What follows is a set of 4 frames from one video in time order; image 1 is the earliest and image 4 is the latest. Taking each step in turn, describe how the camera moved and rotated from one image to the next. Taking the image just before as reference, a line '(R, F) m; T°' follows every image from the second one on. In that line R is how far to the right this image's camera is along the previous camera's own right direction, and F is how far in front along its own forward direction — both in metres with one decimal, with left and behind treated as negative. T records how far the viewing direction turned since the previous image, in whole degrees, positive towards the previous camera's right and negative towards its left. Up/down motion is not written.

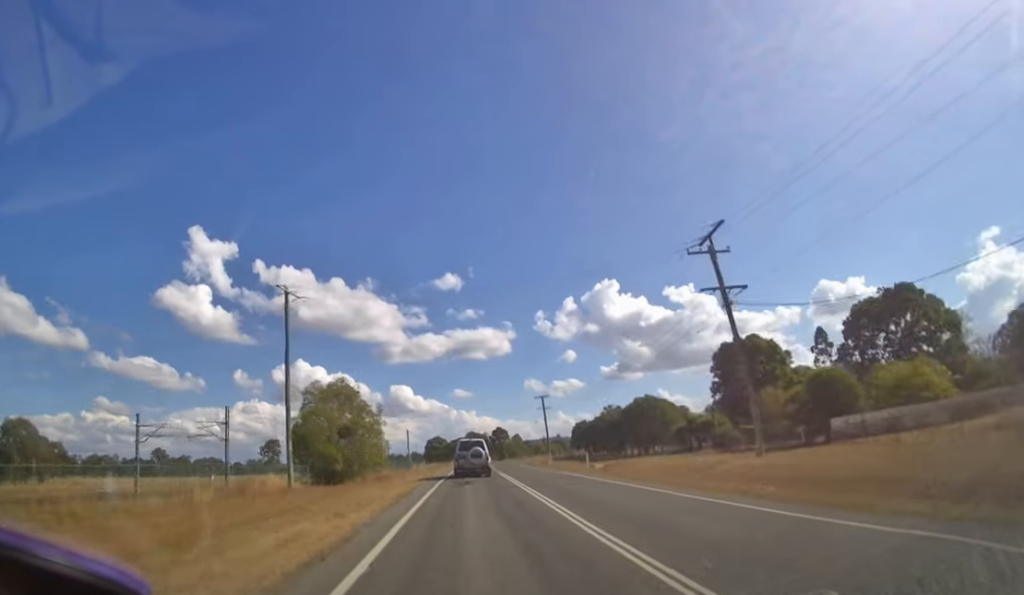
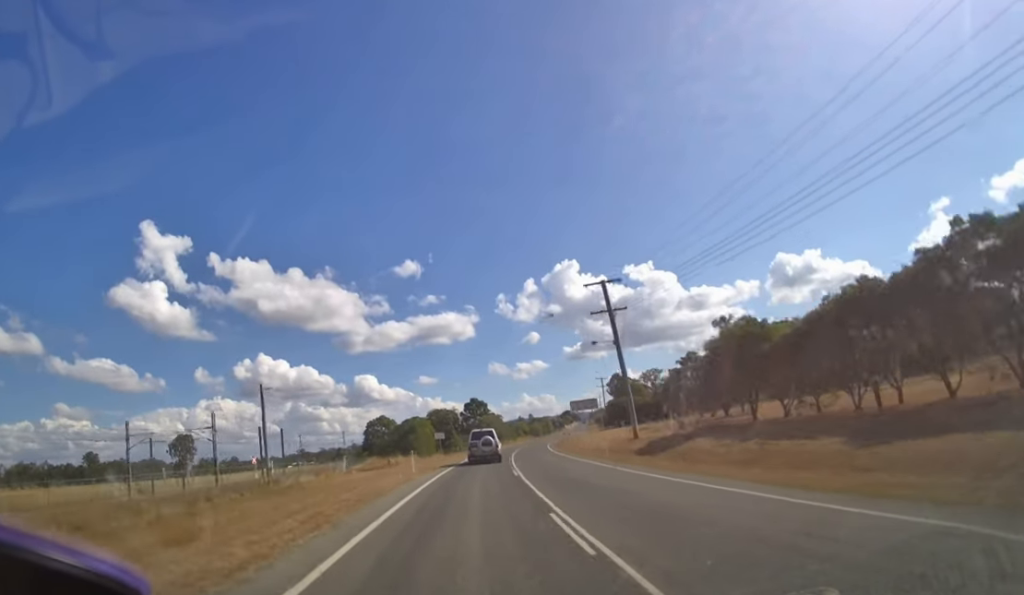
(+1.4, +54.6) m; +4°
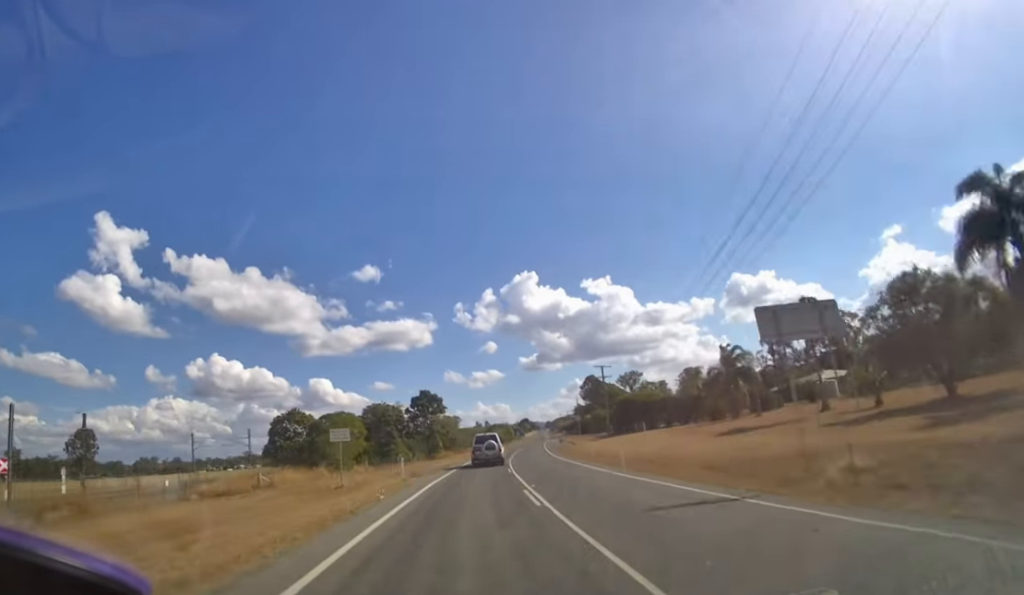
(+0.9, +26.1) m; +4°
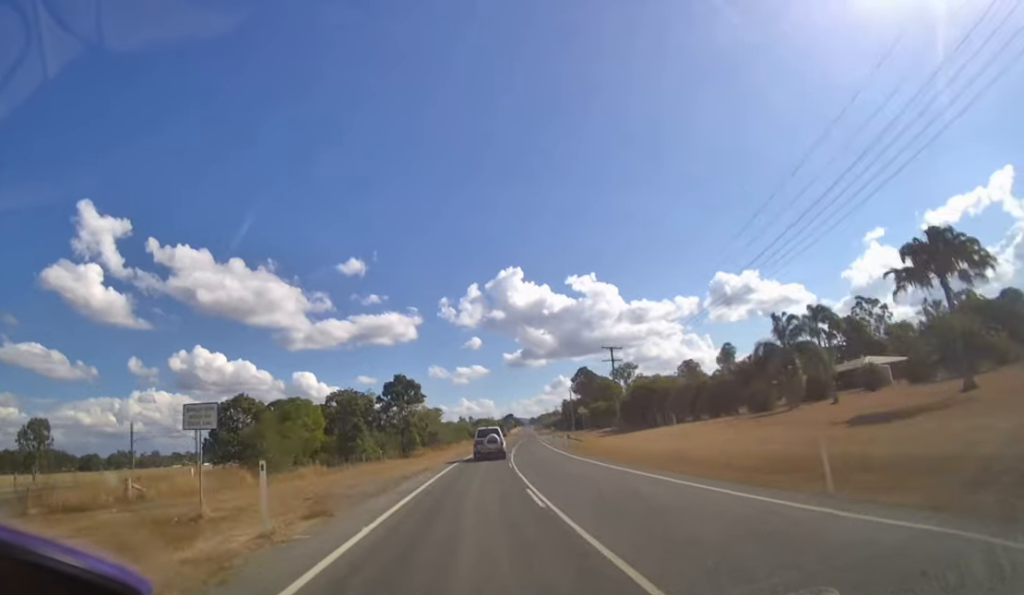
(+0.2, +11.0) m; +2°
